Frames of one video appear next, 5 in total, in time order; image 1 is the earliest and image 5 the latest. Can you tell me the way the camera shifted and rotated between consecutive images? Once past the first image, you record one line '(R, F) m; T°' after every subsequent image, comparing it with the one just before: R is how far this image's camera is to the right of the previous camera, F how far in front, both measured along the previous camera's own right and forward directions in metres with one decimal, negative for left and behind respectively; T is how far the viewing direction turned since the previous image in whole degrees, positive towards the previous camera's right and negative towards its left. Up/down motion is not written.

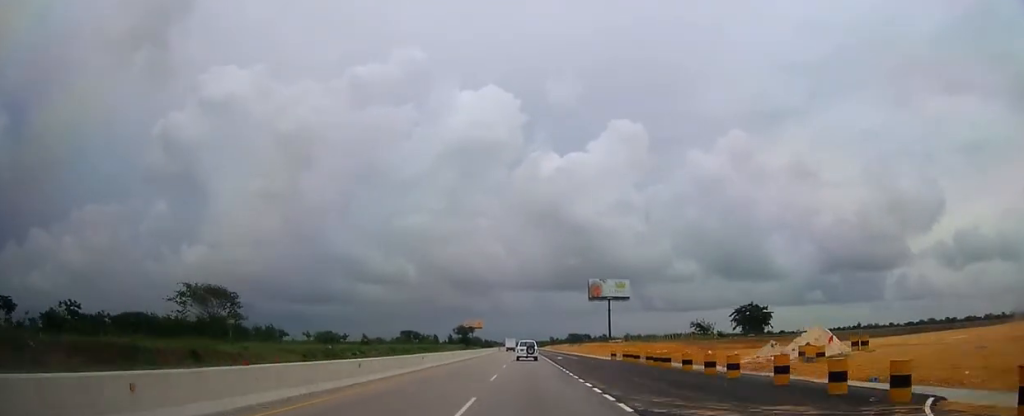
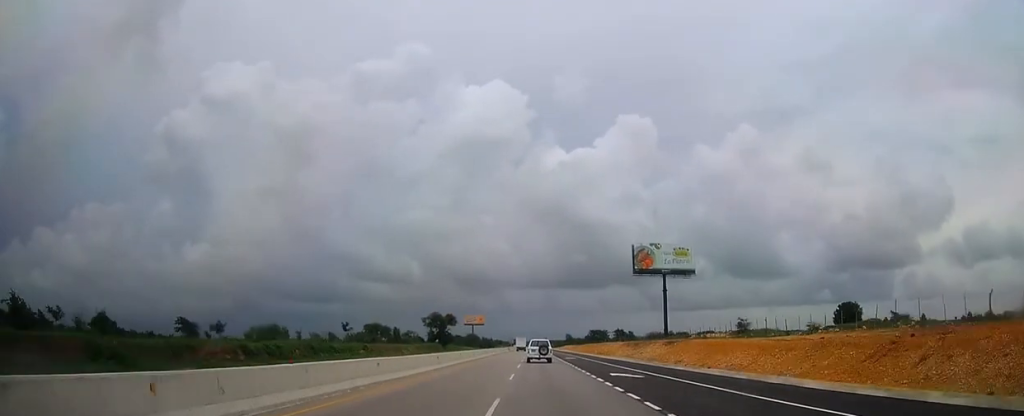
(+0.1, +78.0) m; 0°
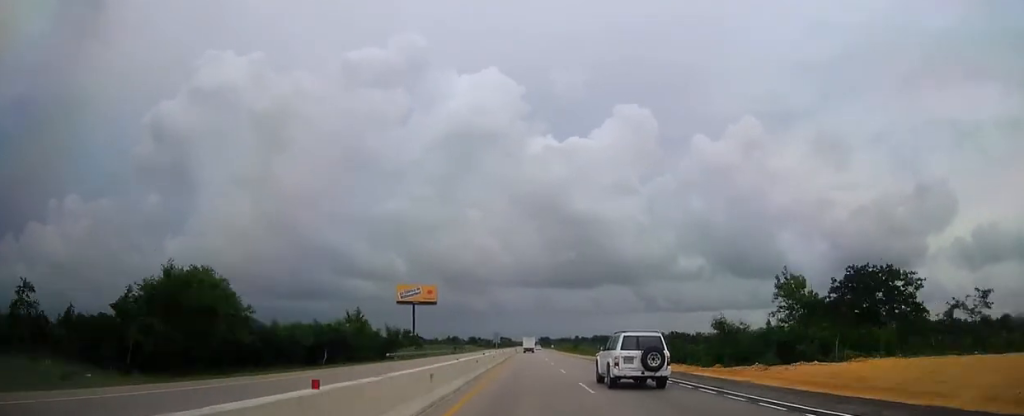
(-1.3, +240.3) m; 0°
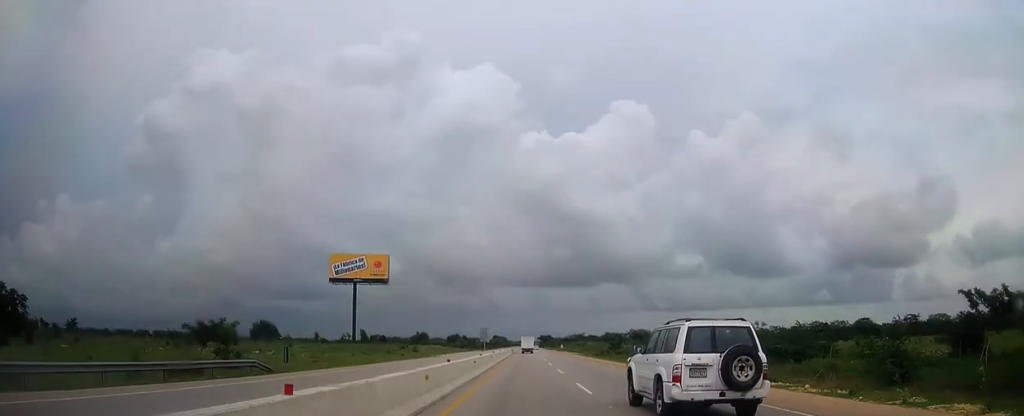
(+0.2, +79.7) m; 0°
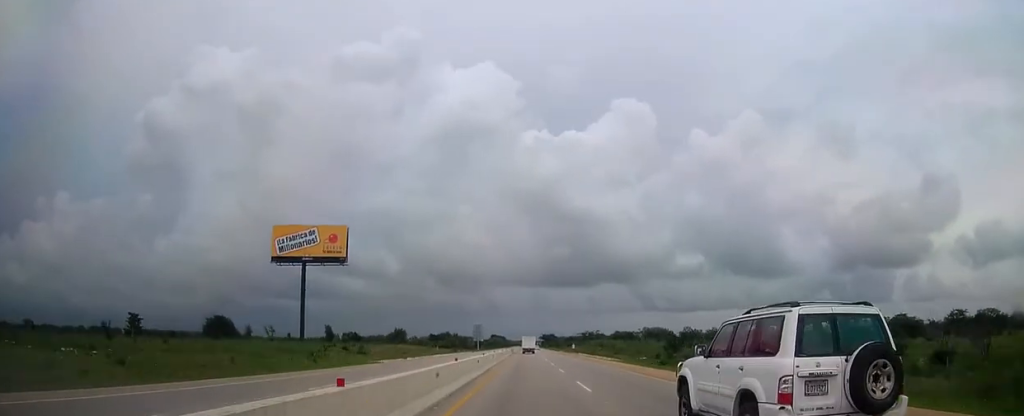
(0.0, +38.8) m; 0°
